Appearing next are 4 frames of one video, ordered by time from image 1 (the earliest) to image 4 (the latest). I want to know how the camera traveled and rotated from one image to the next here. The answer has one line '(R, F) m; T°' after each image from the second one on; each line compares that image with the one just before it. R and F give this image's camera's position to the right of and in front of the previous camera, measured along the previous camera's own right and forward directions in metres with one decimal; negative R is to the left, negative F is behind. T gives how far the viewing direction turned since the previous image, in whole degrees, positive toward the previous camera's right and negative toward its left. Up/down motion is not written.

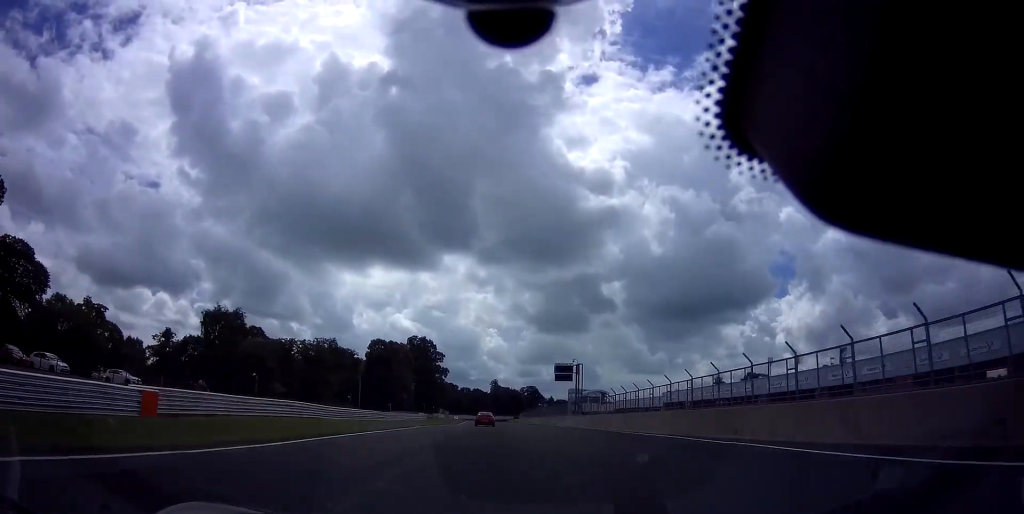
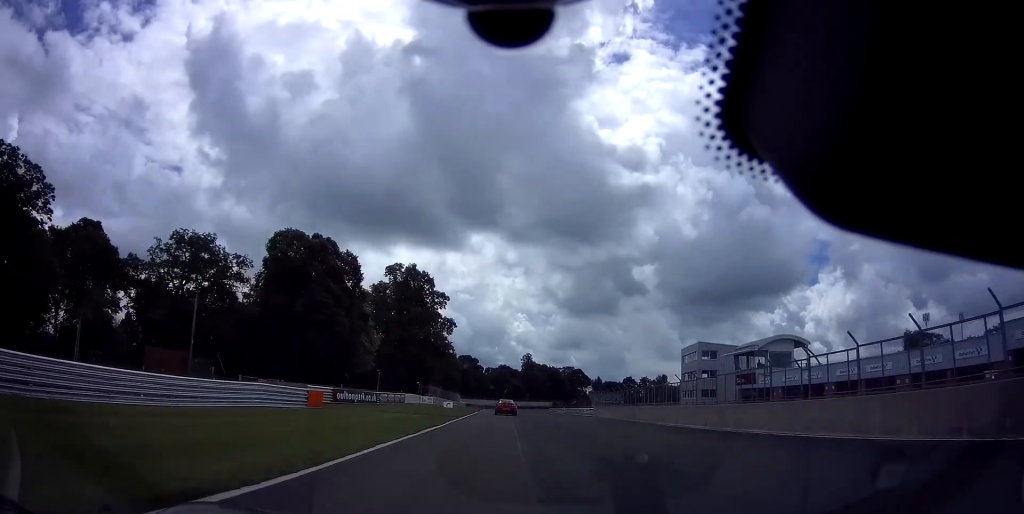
(-2.8, +77.2) m; -3°
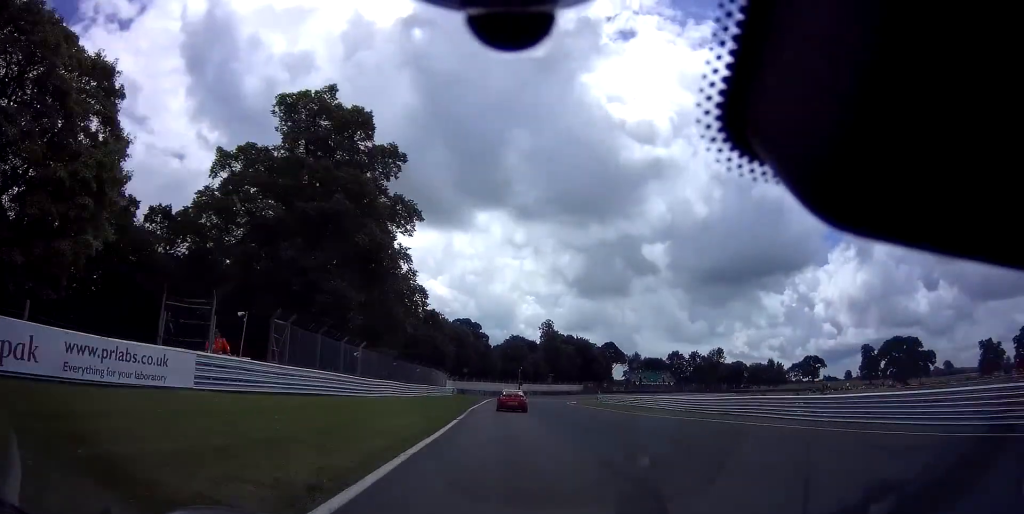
(-0.7, +60.7) m; -1°
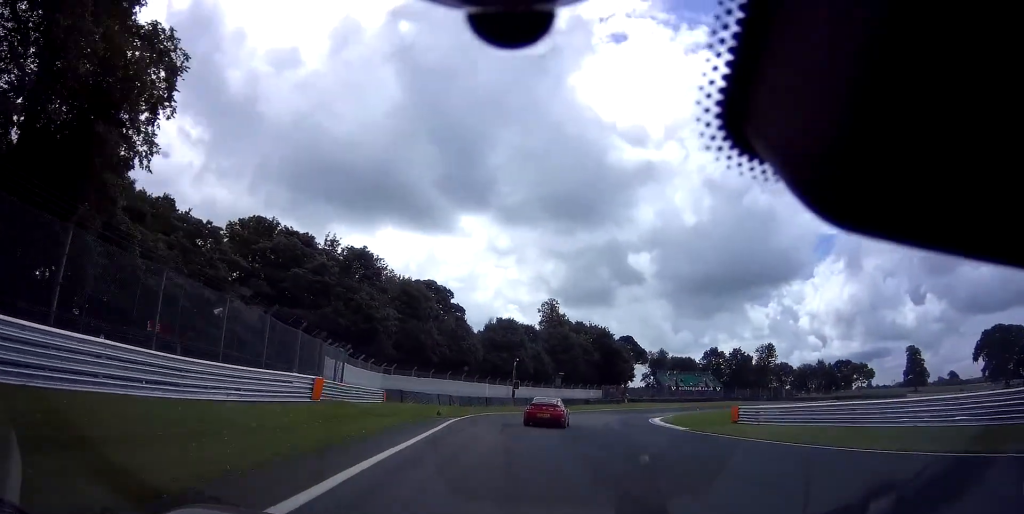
(+0.8, +56.3) m; +5°
